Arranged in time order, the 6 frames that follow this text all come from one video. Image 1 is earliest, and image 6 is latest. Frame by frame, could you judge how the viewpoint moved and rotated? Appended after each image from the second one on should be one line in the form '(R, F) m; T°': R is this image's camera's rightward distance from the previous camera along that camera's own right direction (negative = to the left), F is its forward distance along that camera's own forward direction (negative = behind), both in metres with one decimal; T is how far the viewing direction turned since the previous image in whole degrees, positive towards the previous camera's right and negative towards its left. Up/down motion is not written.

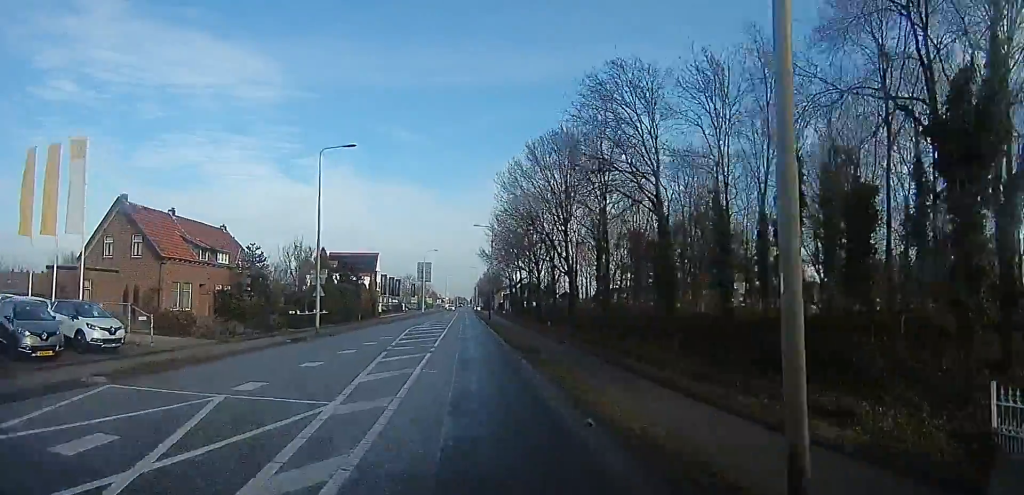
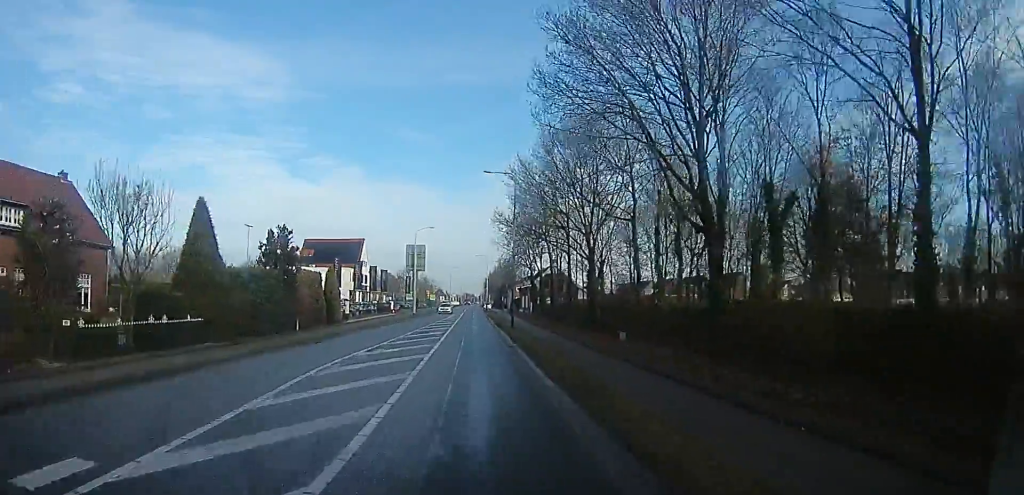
(-0.3, +22.1) m; 0°
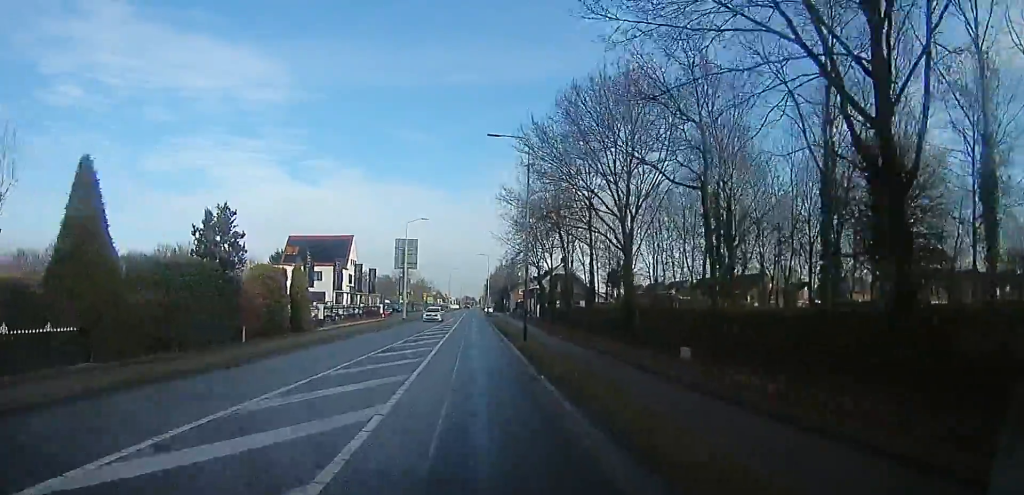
(+0.2, +8.2) m; 0°
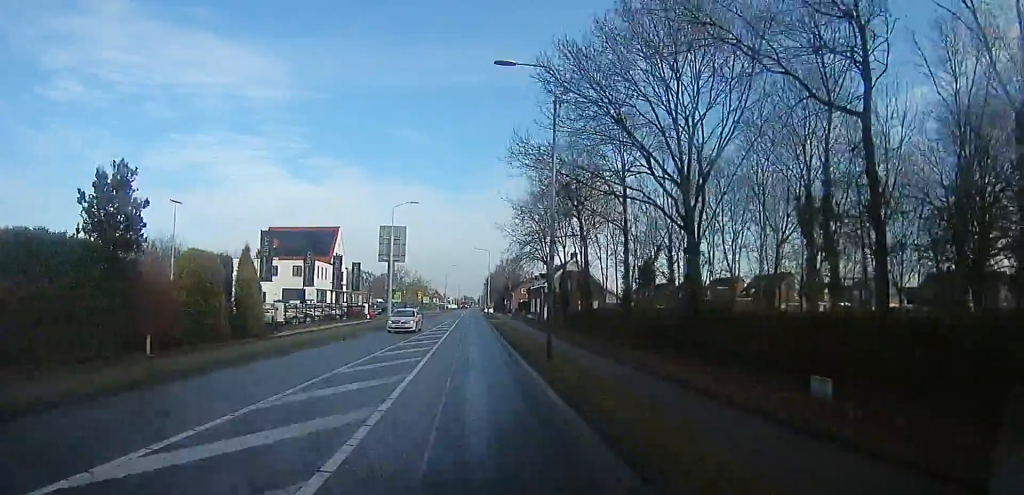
(-0.2, +8.3) m; 0°
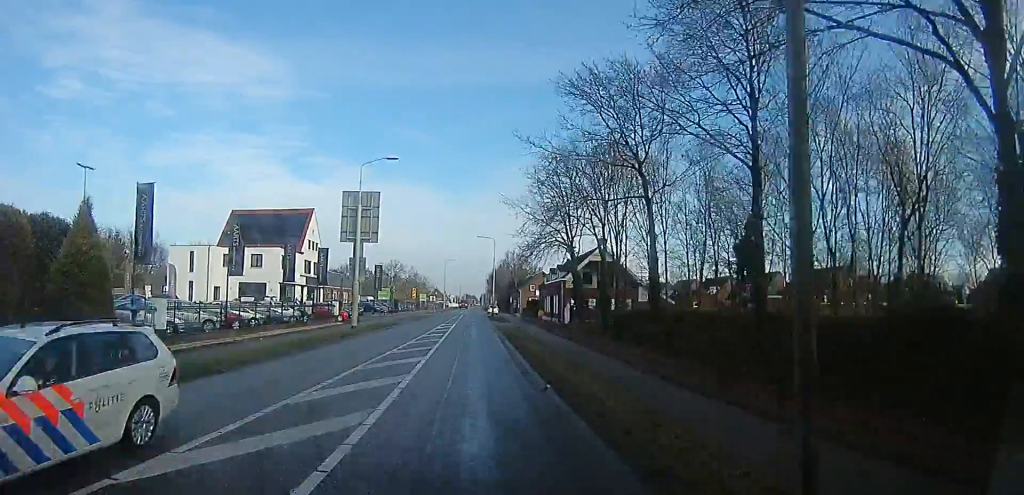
(0.0, +12.9) m; +1°
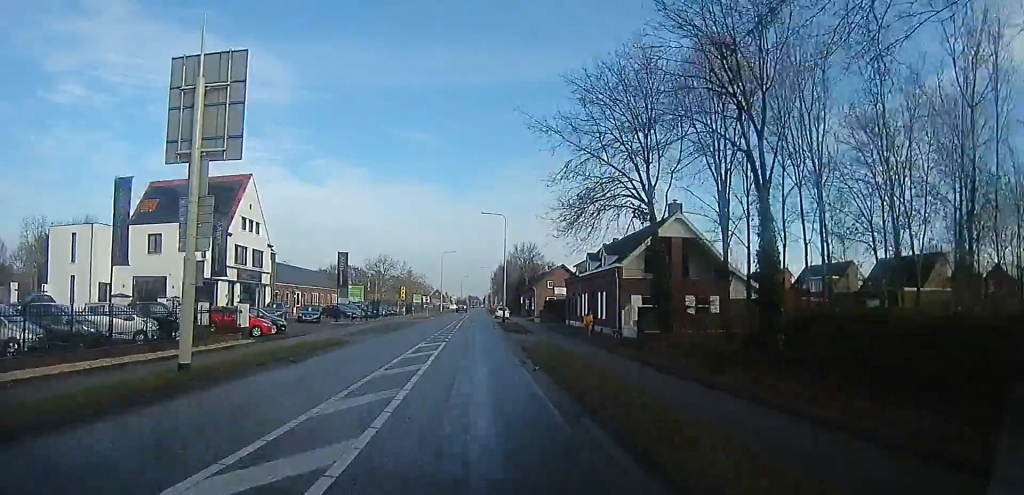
(+0.3, +18.0) m; +1°
